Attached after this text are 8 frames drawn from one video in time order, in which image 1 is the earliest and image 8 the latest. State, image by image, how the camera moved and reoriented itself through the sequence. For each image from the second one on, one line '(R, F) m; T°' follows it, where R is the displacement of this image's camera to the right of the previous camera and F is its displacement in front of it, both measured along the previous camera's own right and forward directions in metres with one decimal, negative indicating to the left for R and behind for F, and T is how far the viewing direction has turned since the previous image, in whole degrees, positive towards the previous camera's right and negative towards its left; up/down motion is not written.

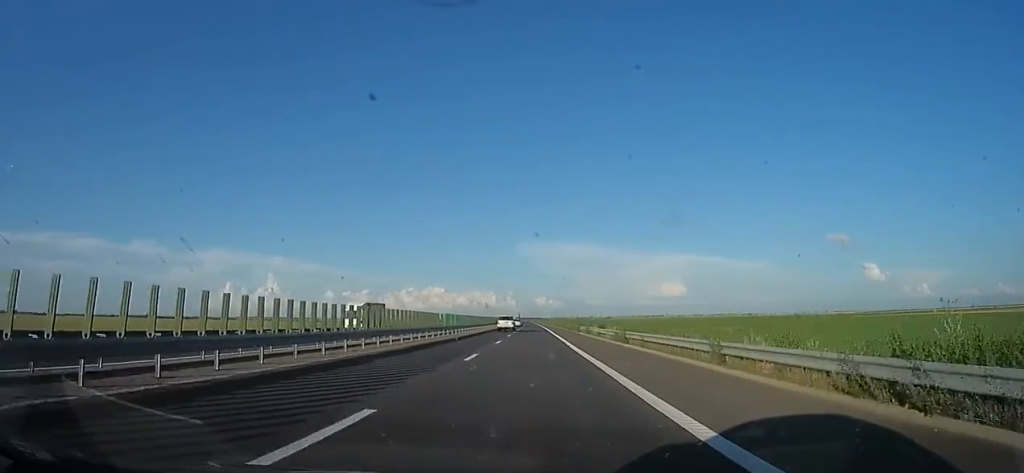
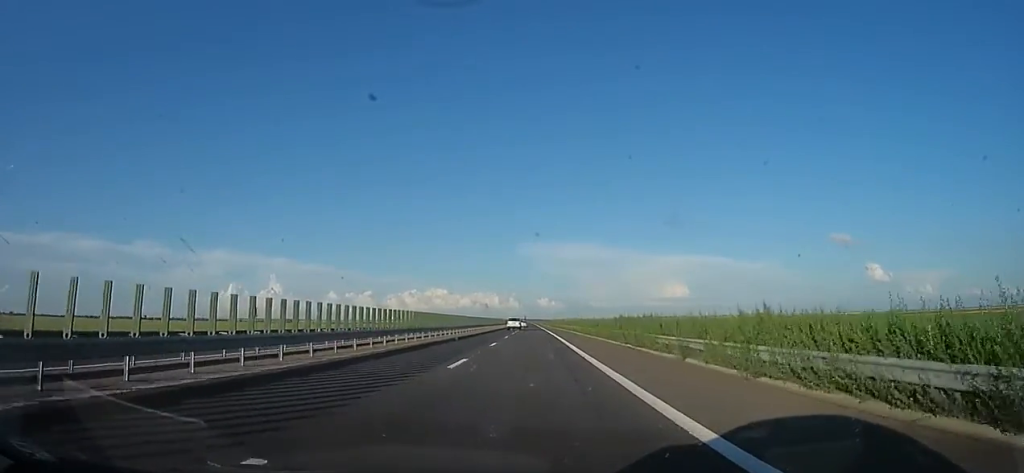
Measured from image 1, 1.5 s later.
(+0.3, +50.7) m; 0°
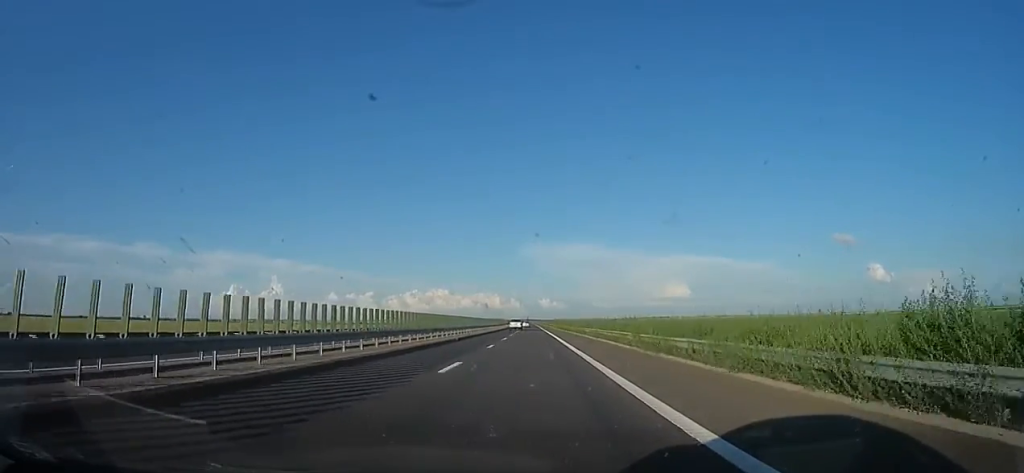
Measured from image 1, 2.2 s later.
(-0.5, +25.0) m; 0°
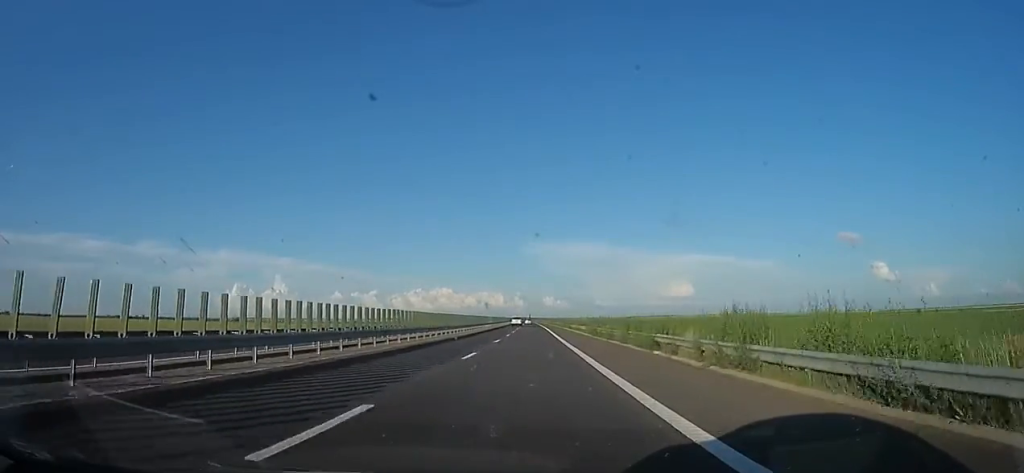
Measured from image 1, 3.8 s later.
(+0.7, +55.9) m; 0°
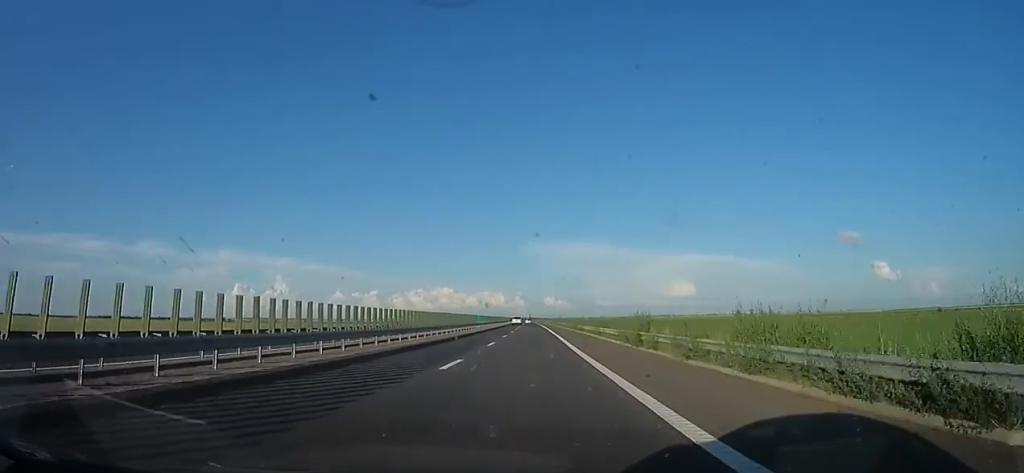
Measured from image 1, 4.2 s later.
(-0.6, +16.4) m; -1°
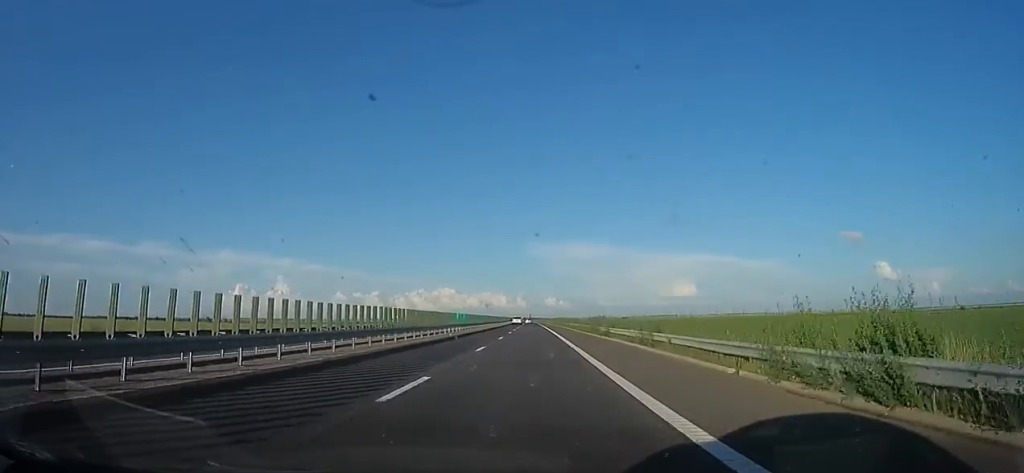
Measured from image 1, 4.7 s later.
(-0.3, +16.9) m; -1°
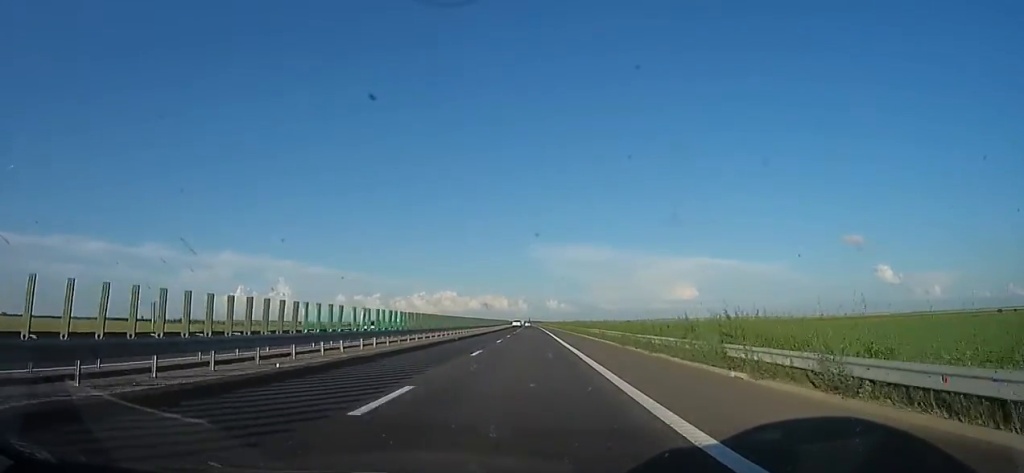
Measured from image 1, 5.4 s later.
(-0.2, +25.0) m; +2°
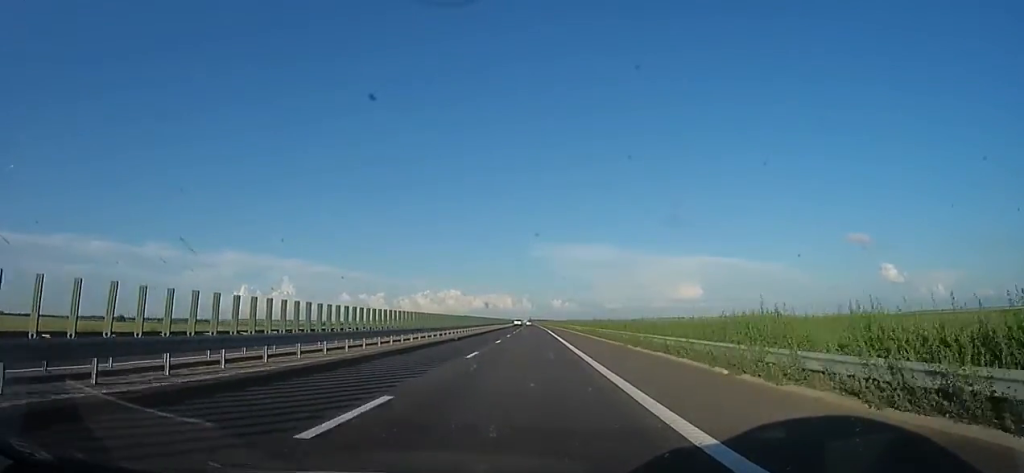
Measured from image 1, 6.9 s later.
(+1.5, +49.6) m; 0°
